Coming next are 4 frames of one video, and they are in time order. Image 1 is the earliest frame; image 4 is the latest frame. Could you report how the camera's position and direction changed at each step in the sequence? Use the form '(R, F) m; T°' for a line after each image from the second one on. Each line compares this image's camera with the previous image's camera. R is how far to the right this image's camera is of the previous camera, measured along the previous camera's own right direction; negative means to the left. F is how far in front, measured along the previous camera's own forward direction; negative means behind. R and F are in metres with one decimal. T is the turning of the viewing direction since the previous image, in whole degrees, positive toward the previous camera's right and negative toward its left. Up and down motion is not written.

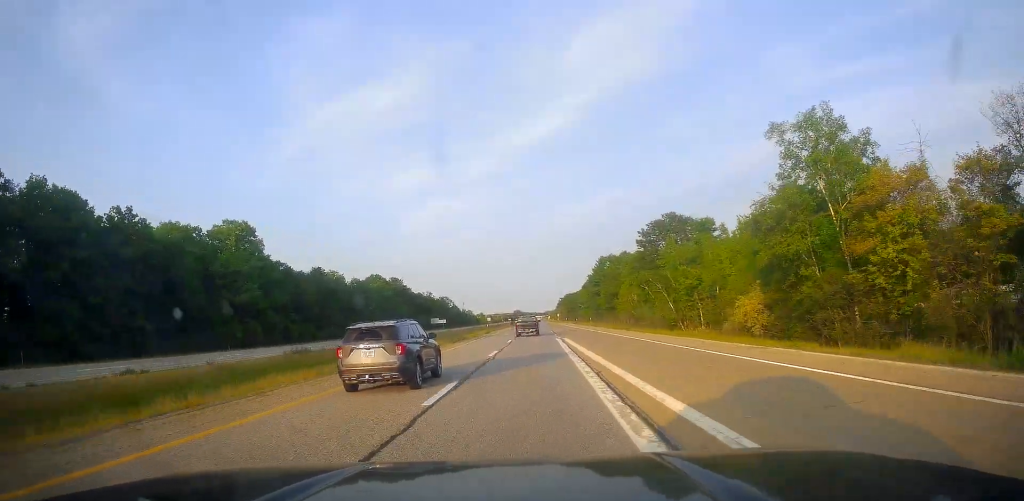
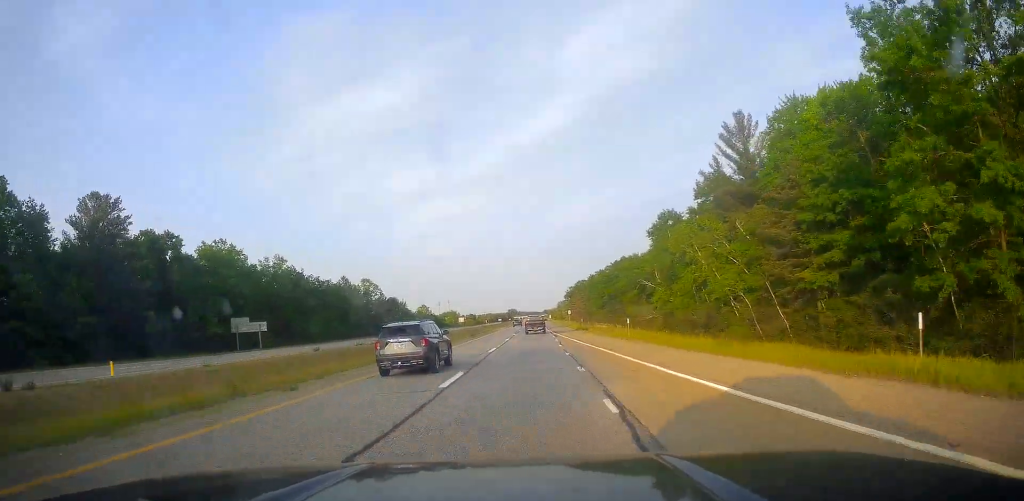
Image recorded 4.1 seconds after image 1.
(+0.3, +150.7) m; +1°
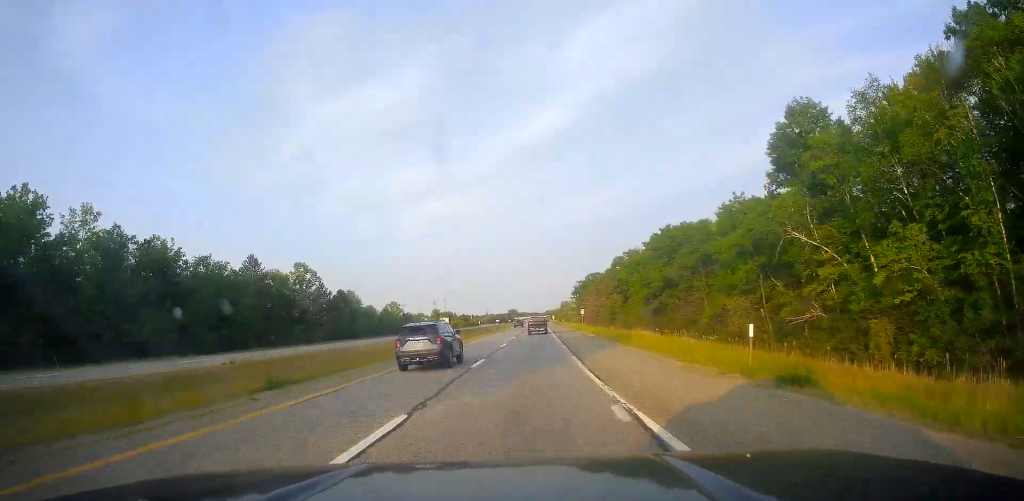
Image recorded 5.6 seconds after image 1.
(0.0, +54.2) m; -1°
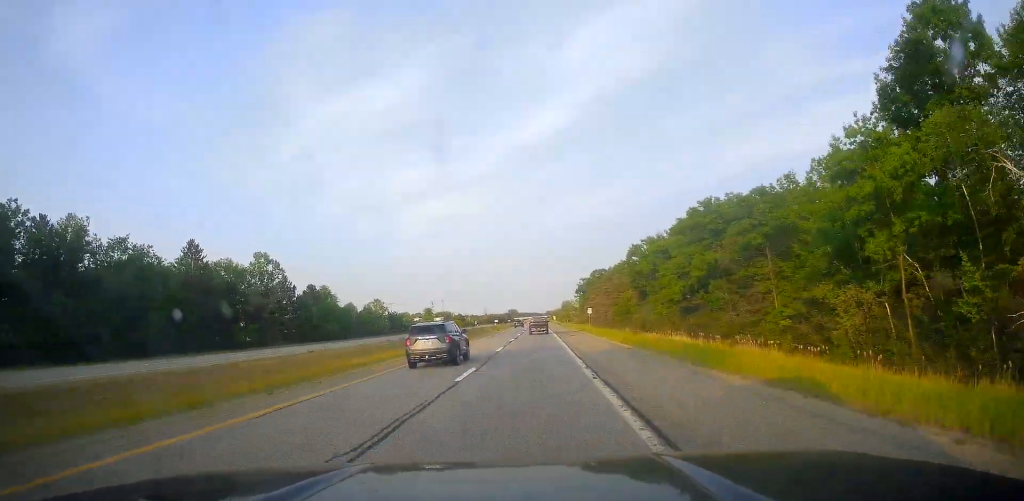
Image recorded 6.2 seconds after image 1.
(-0.1, +20.4) m; 0°
